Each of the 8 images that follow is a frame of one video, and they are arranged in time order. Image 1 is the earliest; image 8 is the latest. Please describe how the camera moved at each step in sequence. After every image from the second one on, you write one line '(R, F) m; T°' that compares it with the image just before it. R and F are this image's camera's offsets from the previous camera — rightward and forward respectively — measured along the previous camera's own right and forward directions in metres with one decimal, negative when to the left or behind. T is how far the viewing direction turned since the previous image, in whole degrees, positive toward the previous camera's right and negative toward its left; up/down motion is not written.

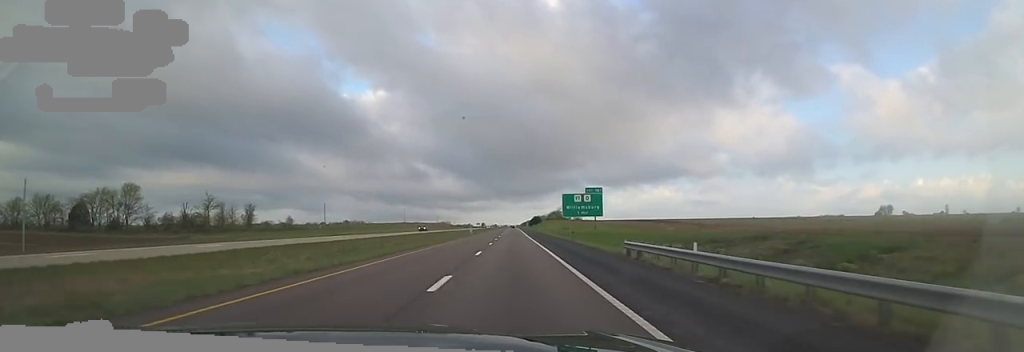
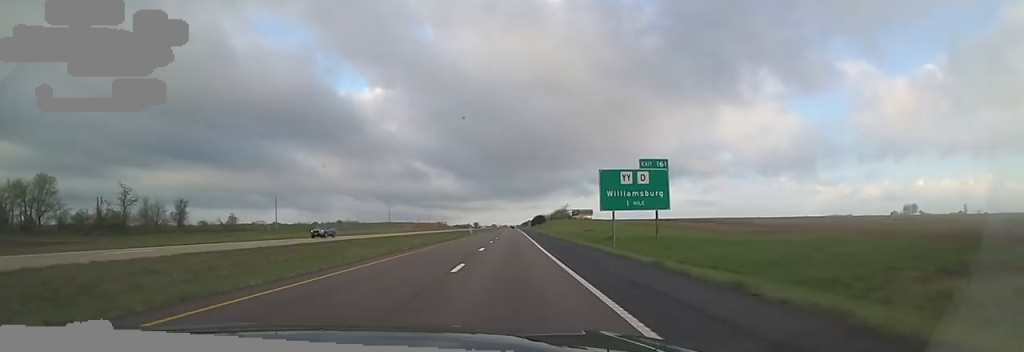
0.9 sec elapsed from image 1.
(-1.1, +32.1) m; -2°
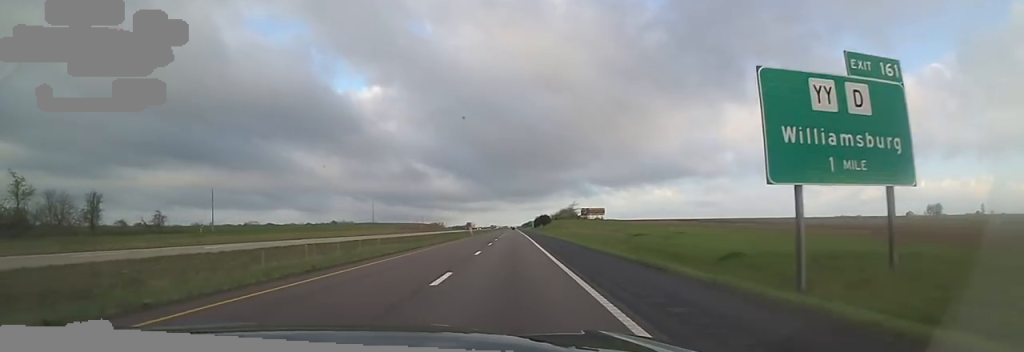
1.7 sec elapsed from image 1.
(-0.2, +27.4) m; +1°
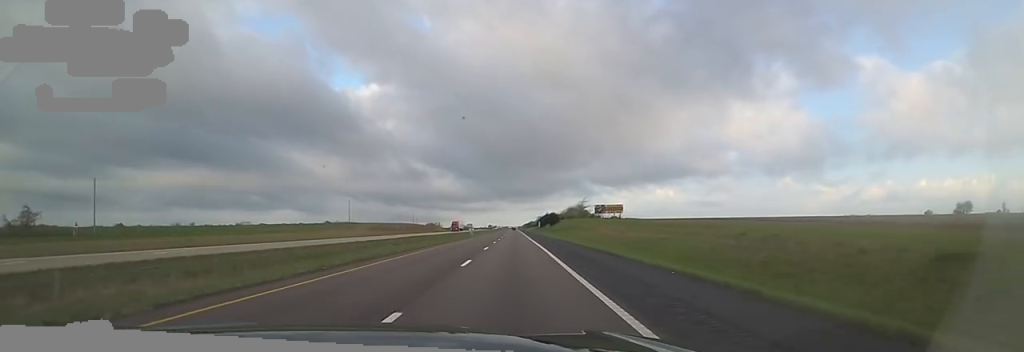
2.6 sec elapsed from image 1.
(+0.7, +30.9) m; +1°
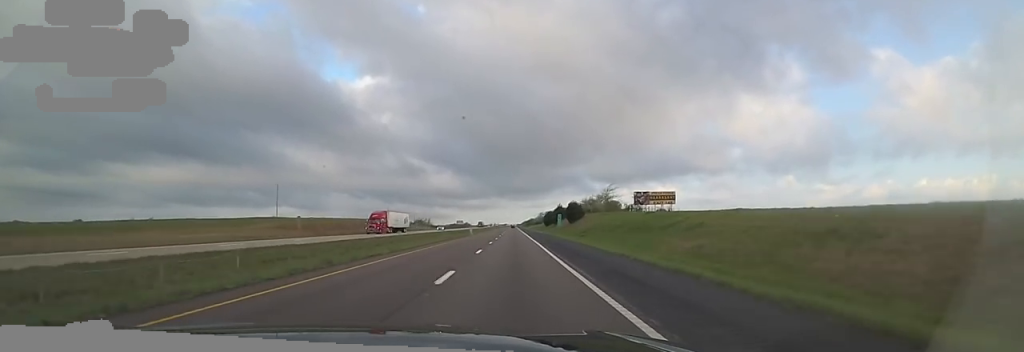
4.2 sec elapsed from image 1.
(-1.0, +53.9) m; -3°
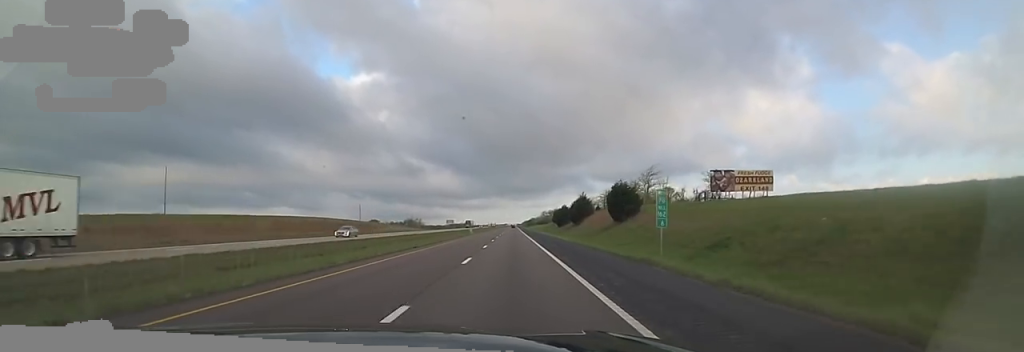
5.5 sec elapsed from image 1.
(0.0, +43.5) m; 0°
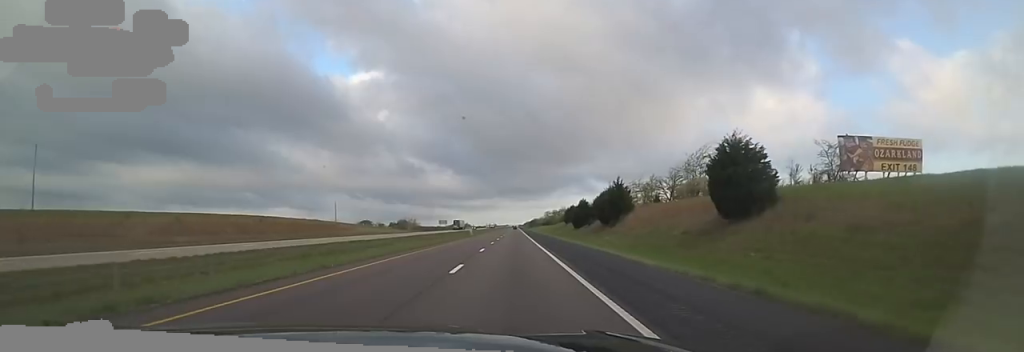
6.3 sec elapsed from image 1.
(0.0, +27.4) m; 0°
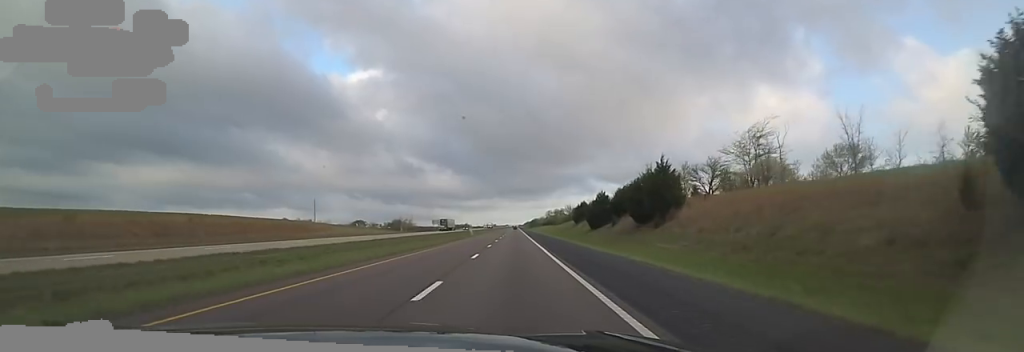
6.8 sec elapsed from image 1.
(-0.1, +17.2) m; +1°
